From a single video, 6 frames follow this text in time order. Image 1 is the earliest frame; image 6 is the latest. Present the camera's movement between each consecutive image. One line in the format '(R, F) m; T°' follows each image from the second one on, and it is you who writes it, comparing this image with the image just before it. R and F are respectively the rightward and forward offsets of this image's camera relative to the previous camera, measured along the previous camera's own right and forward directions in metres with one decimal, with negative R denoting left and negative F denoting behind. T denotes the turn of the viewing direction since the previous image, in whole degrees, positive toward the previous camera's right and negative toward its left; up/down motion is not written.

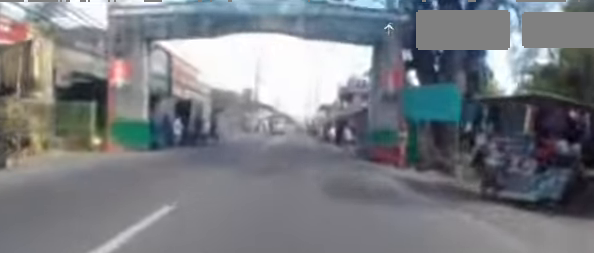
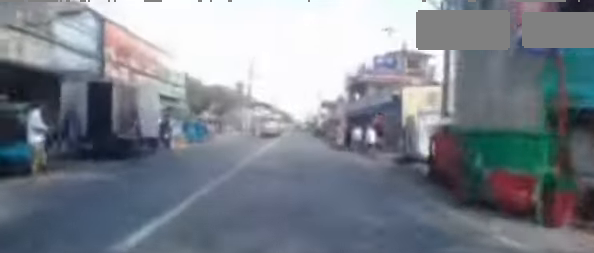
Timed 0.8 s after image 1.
(+0.1, +7.3) m; +2°
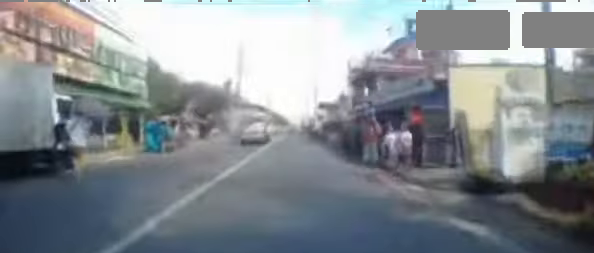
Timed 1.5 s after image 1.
(+0.1, +5.8) m; +1°
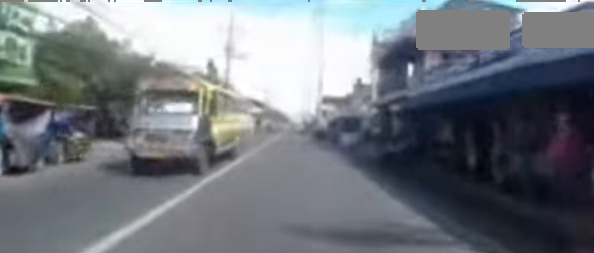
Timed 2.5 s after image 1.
(+0.1, +9.0) m; 0°
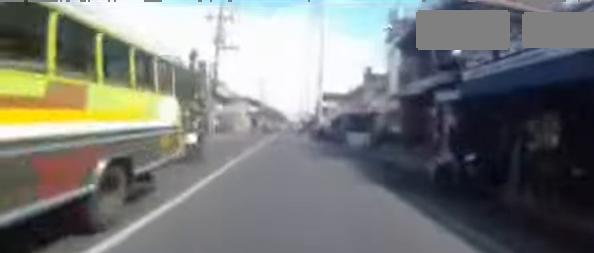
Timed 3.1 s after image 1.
(-0.2, +4.7) m; 0°
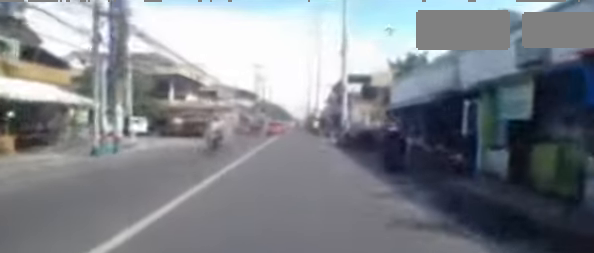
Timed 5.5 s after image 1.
(0.0, +19.1) m; -2°
